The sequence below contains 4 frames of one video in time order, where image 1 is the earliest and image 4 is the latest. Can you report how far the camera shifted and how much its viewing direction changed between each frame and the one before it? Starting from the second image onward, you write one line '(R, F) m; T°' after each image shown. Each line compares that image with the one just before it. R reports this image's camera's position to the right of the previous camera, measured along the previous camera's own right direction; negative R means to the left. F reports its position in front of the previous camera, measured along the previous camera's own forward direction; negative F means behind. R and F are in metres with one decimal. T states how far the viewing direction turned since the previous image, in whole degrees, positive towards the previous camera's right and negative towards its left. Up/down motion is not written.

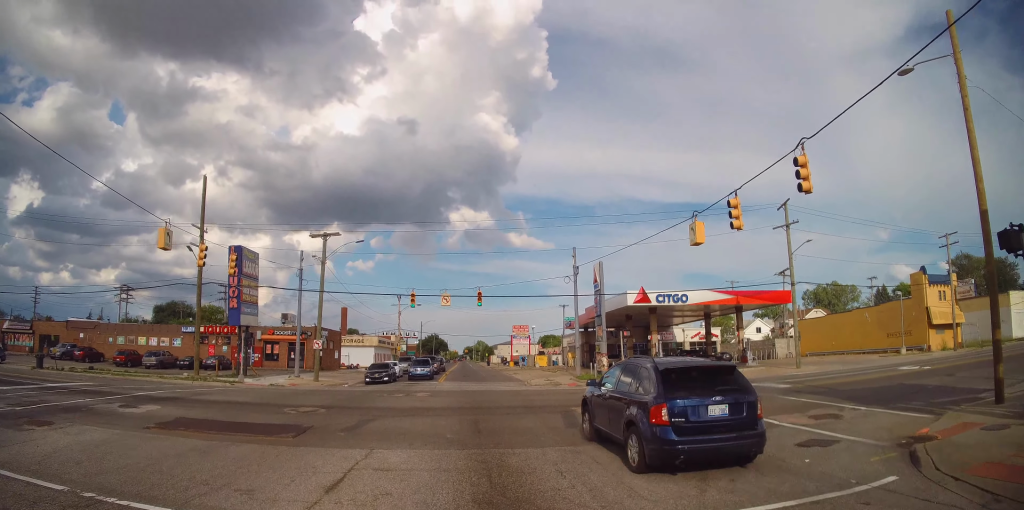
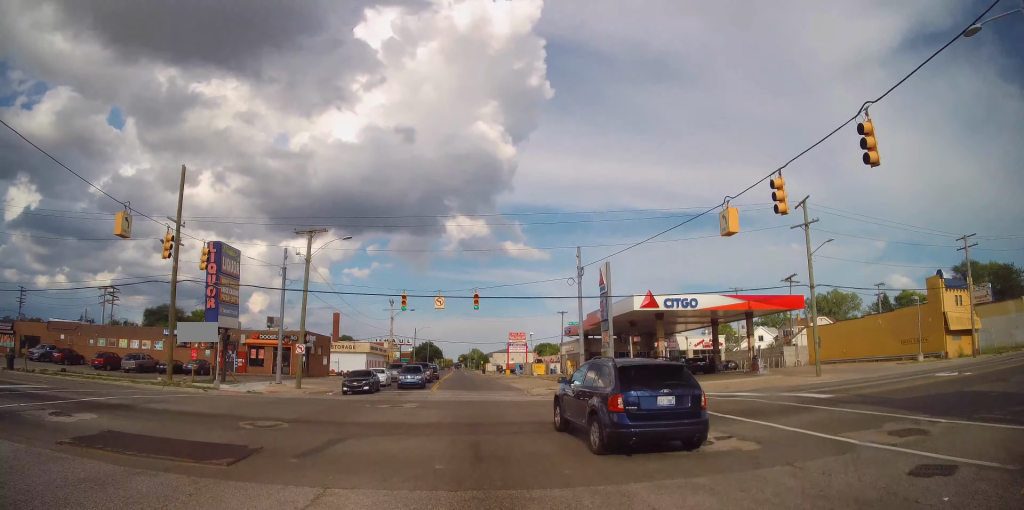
(0.0, +3.1) m; 0°
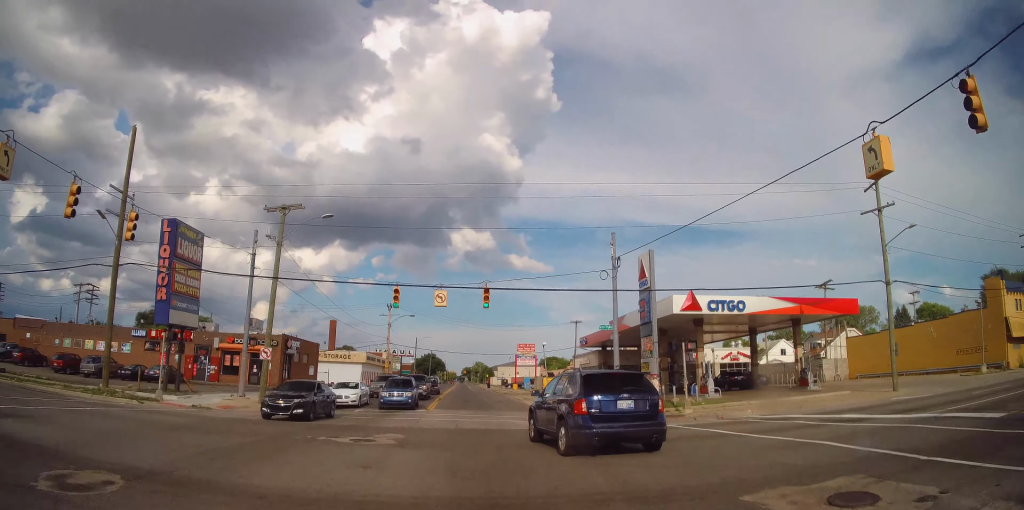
(0.0, +7.1) m; 0°
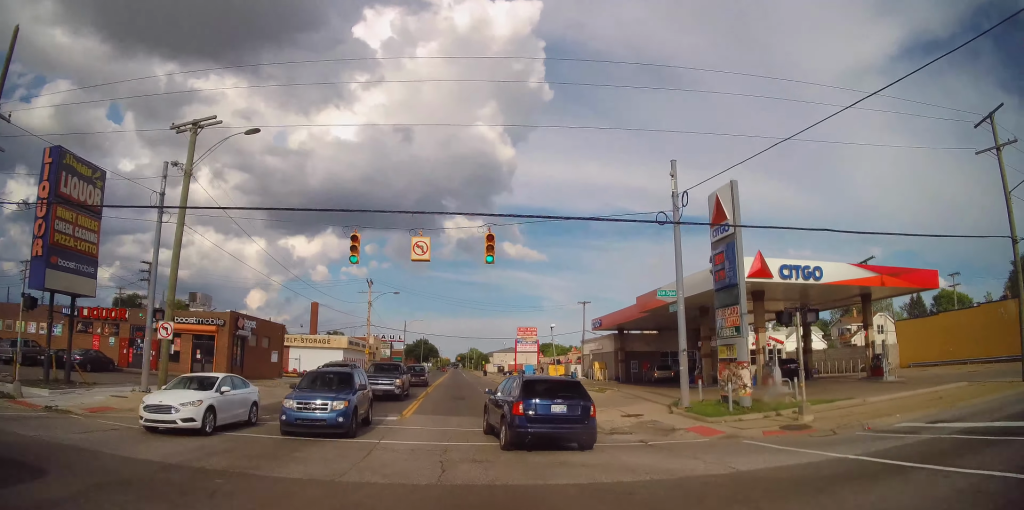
(0.0, +9.8) m; 0°
